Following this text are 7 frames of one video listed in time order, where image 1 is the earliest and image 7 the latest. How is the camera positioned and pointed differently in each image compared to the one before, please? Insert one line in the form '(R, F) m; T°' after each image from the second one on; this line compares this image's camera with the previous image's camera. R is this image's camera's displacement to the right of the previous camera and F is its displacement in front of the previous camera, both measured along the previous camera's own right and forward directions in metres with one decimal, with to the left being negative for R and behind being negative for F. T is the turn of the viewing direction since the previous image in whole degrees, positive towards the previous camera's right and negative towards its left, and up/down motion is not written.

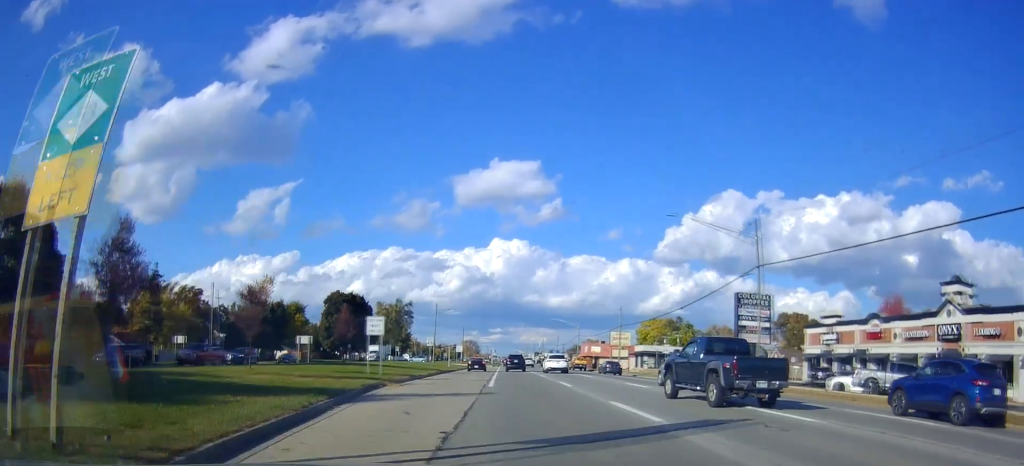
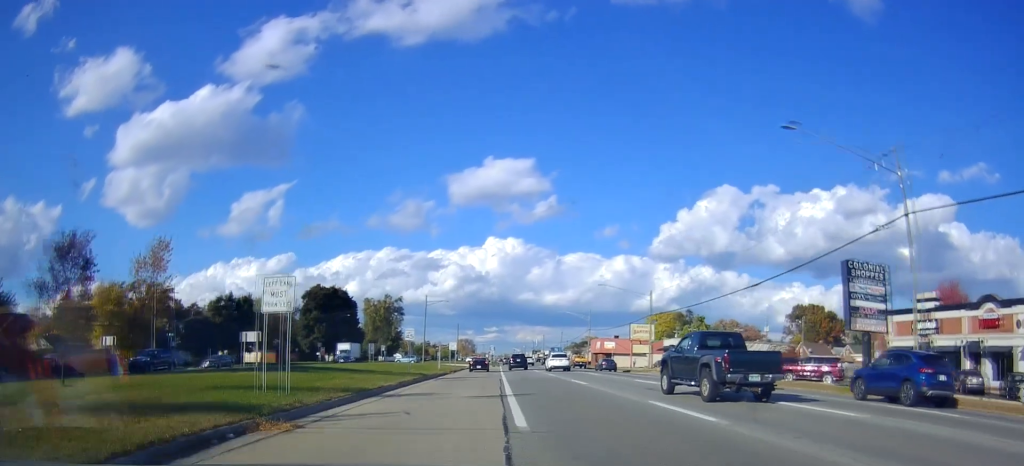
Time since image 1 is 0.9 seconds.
(-0.2, +14.6) m; -1°
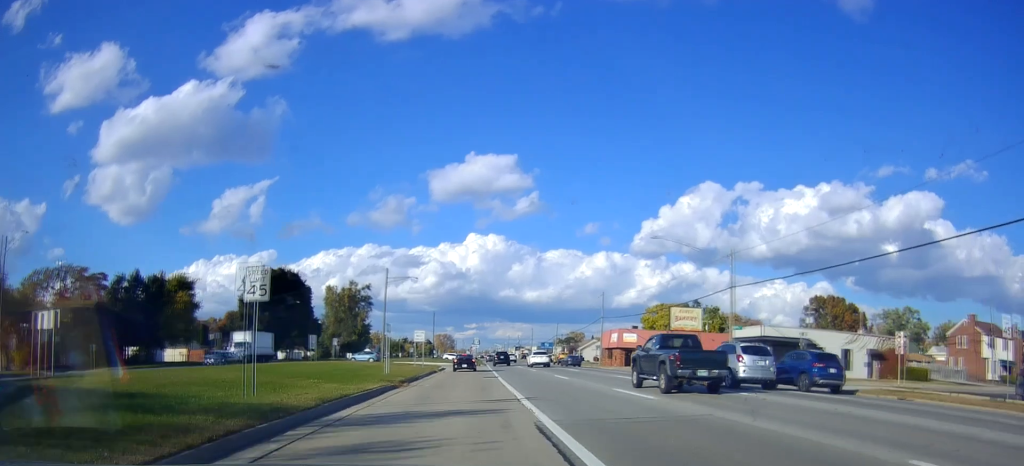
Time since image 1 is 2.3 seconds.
(+0.2, +24.7) m; +2°
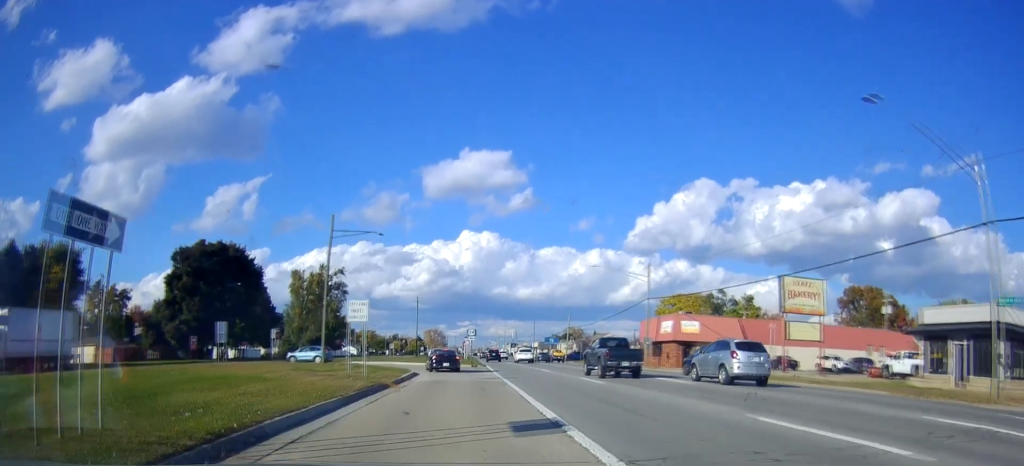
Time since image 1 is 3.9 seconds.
(+0.9, +25.6) m; 0°
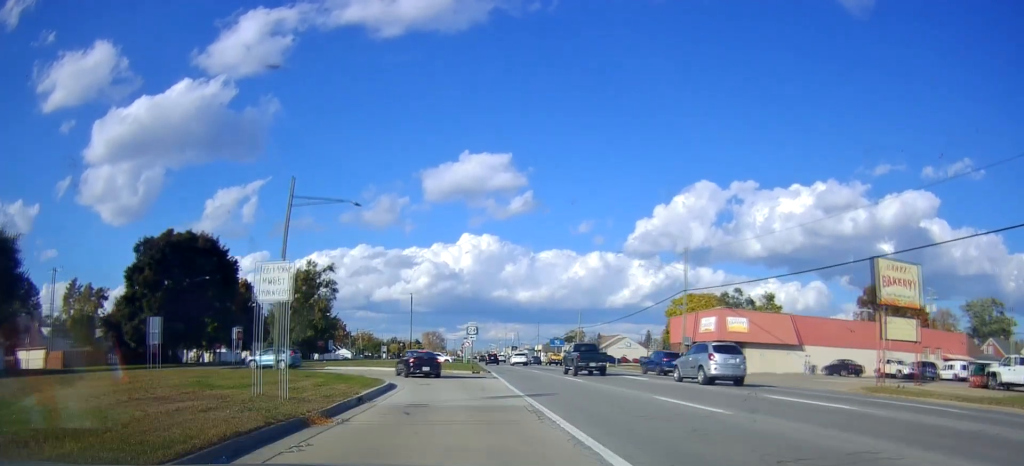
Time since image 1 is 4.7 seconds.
(-0.7, +10.4) m; -1°
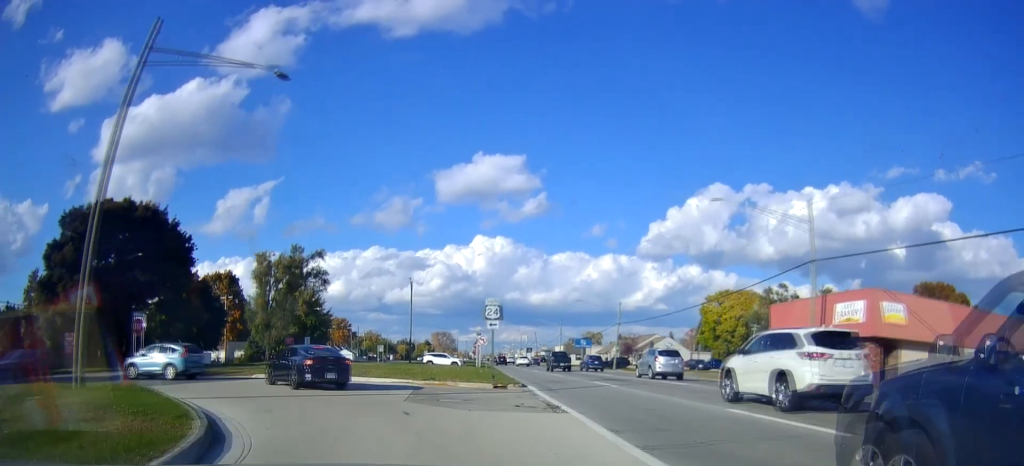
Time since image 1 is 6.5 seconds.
(0.0, +18.0) m; -2°
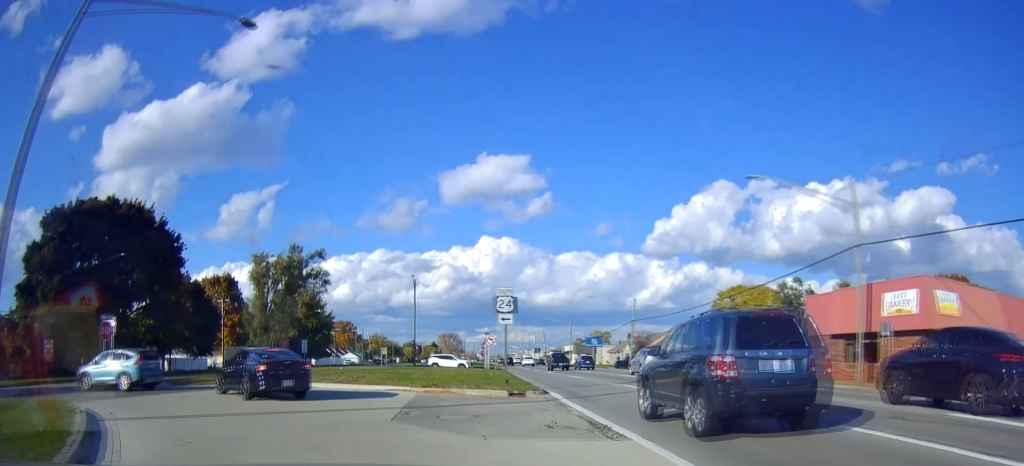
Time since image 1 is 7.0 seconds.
(-0.3, +4.3) m; -1°
